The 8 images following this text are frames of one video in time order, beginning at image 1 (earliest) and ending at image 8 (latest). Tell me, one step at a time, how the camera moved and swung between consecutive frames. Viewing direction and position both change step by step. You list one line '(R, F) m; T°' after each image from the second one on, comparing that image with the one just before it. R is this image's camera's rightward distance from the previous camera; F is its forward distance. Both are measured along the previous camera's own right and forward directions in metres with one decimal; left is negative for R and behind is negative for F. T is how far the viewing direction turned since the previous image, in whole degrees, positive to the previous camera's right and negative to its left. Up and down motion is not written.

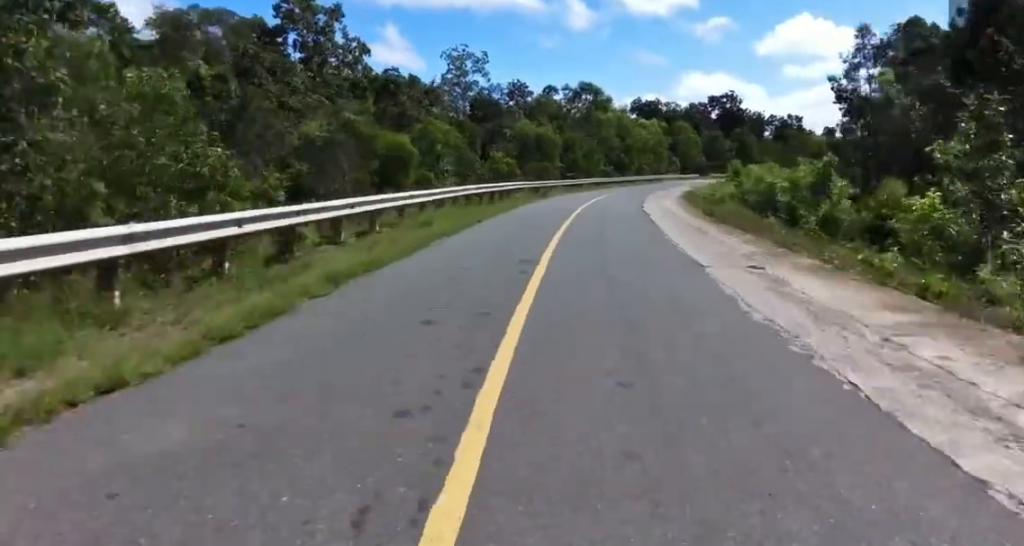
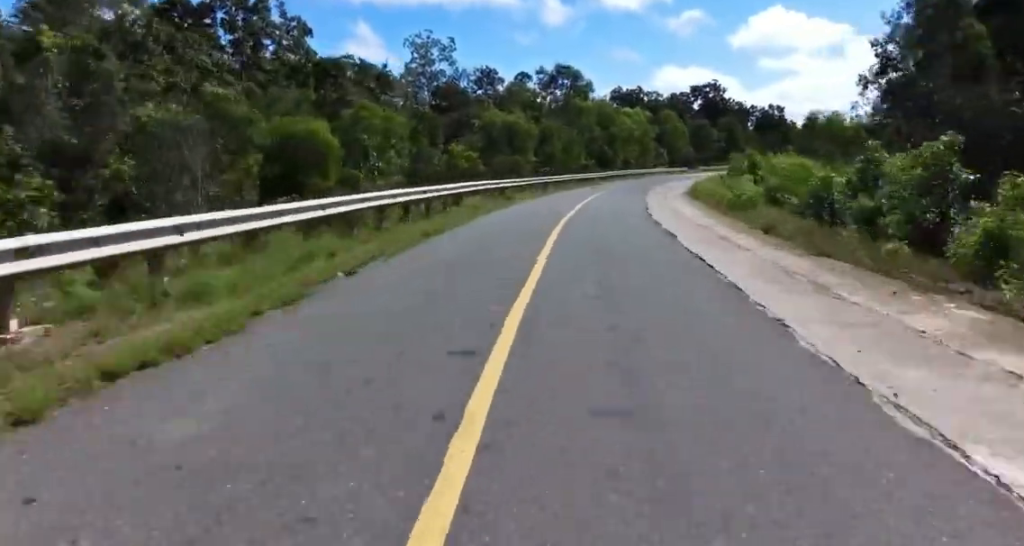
(+0.2, +9.3) m; +4°
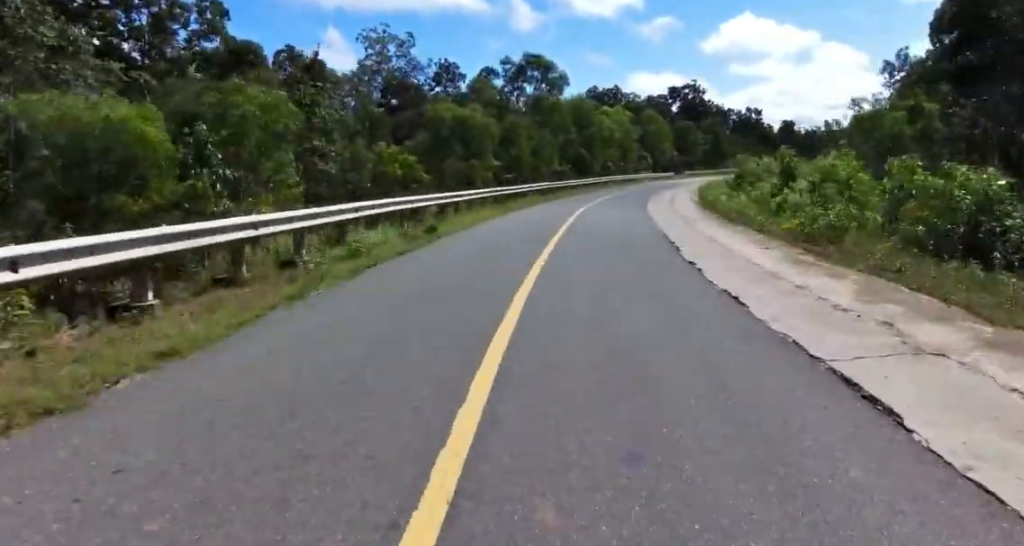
(+1.5, +10.8) m; +5°
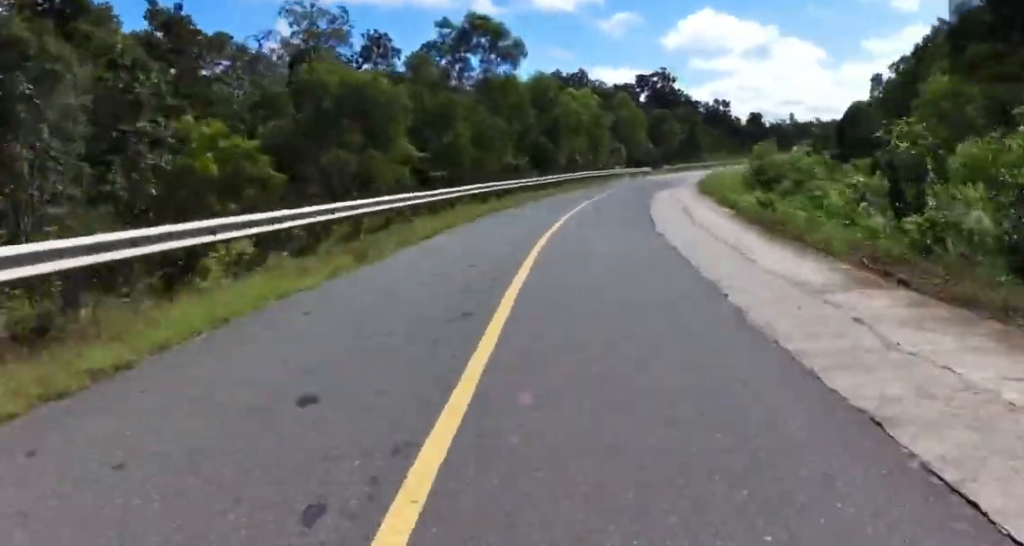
(+0.7, +13.0) m; +3°
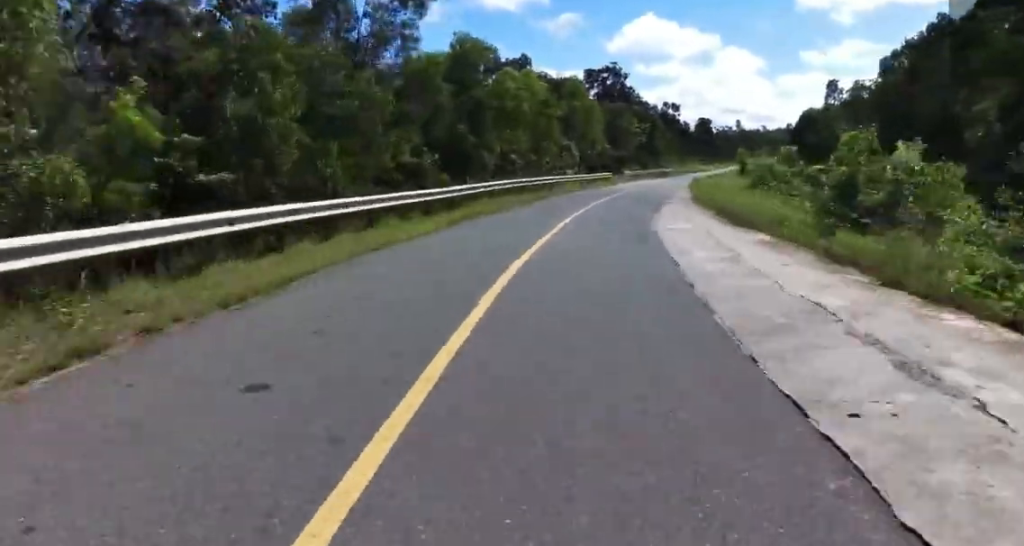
(+0.1, +15.3) m; +1°
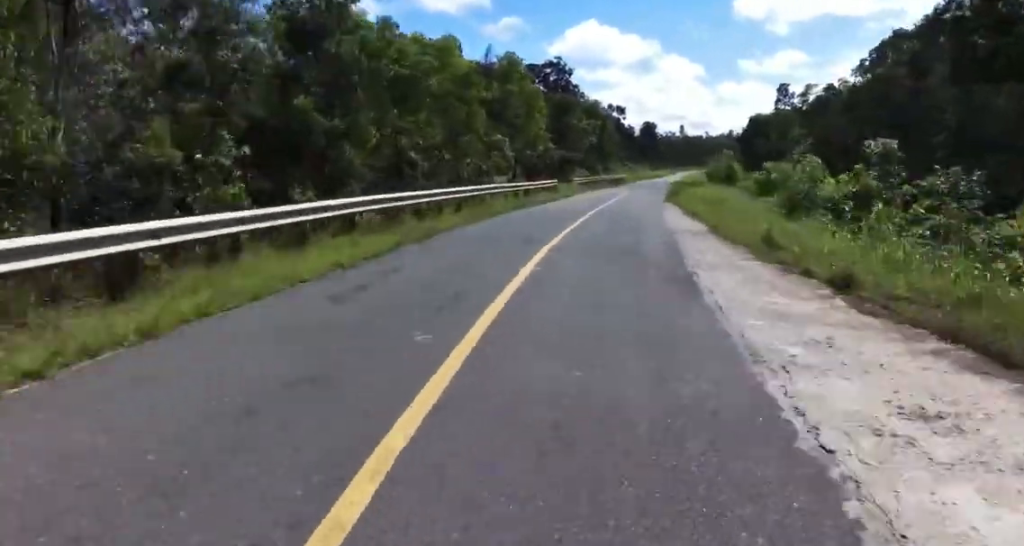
(0.0, +14.6) m; +2°
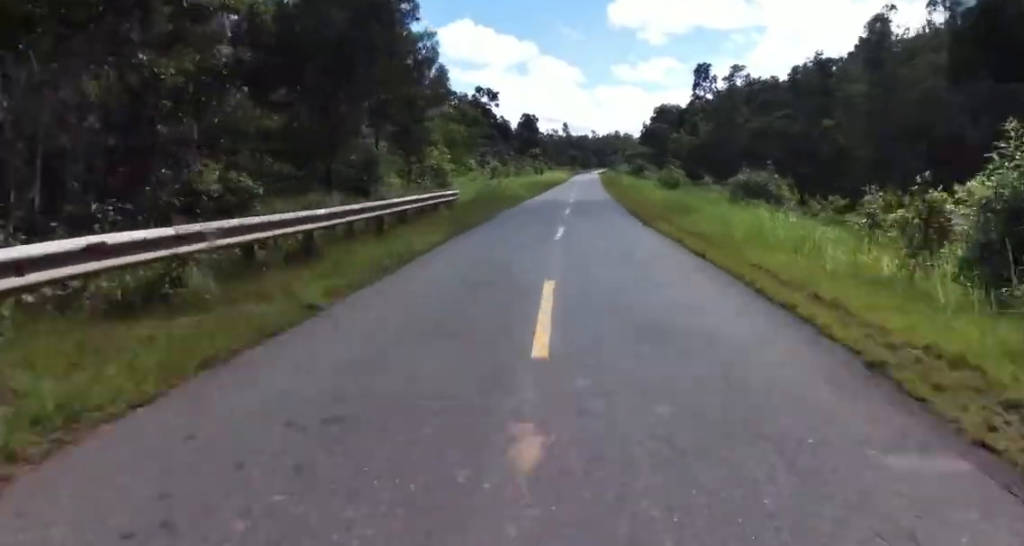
(+5.0, +57.3) m; +10°
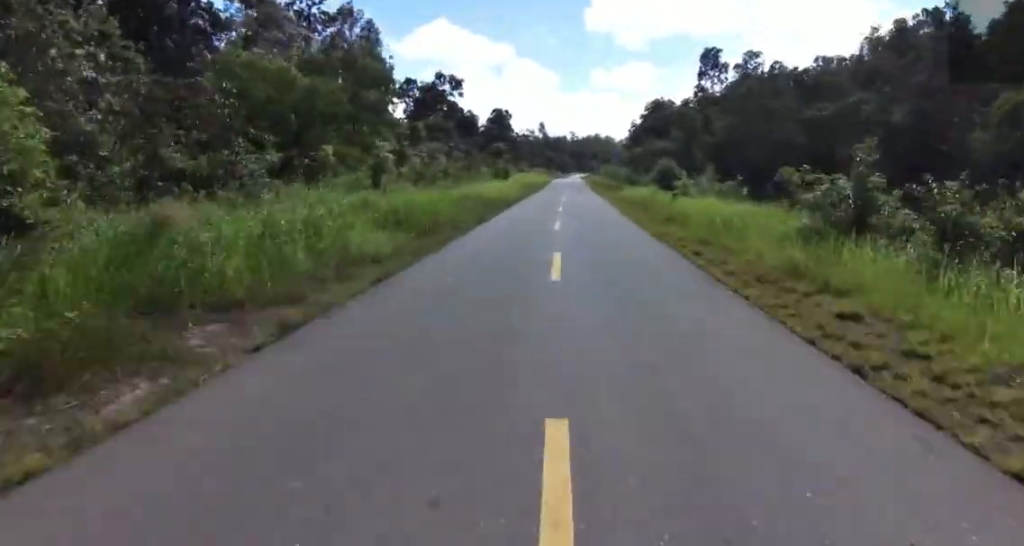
(+1.3, +29.6) m; +4°
